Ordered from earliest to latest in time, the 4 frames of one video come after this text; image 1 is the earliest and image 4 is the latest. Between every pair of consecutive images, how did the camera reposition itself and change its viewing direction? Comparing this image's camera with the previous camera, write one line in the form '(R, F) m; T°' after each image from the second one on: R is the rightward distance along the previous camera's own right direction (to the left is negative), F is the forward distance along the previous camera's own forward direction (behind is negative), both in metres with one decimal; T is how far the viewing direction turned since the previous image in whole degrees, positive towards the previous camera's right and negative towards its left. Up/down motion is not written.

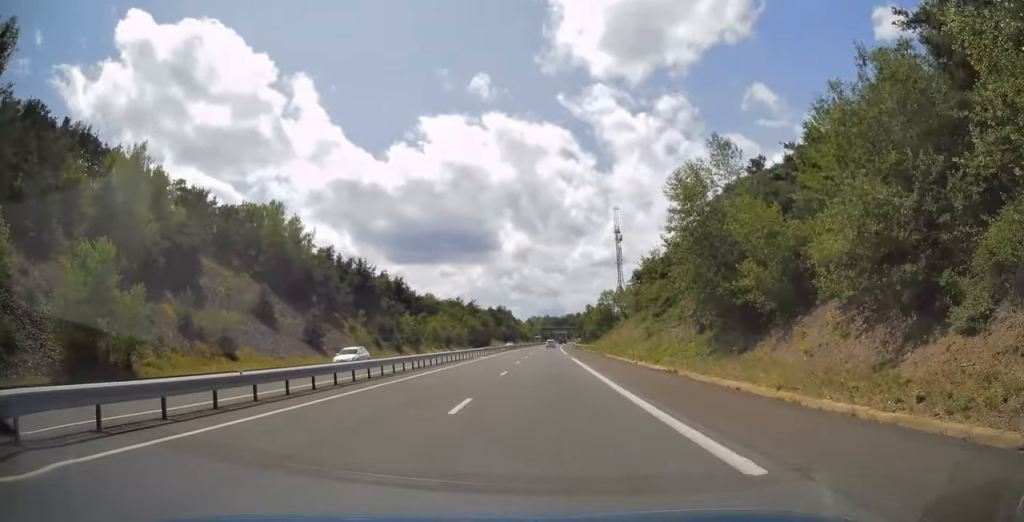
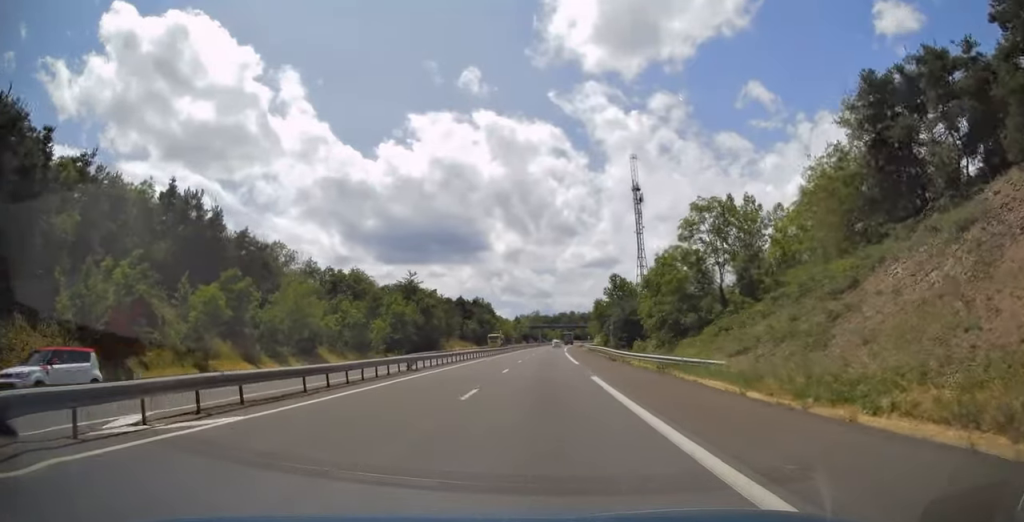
(+1.3, +75.3) m; +2°
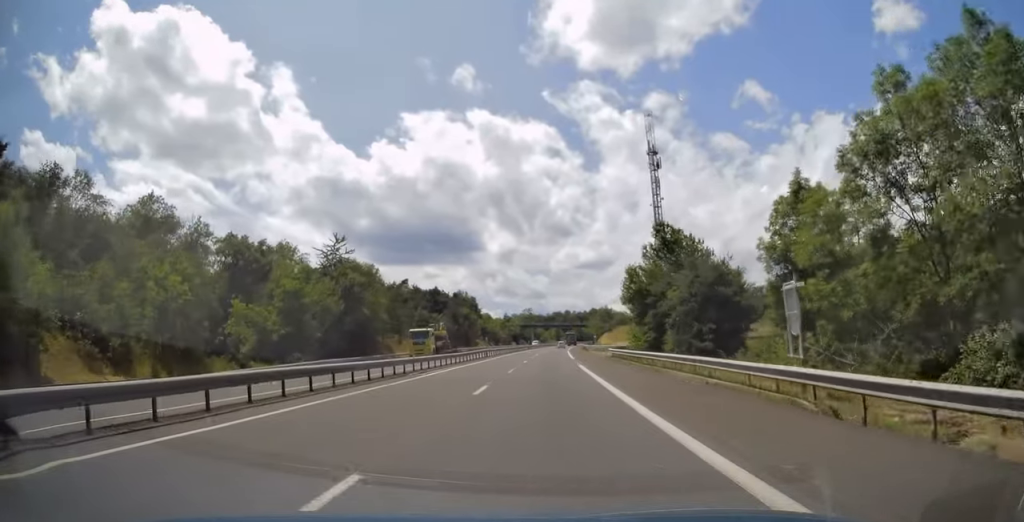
(0.0, +37.5) m; 0°
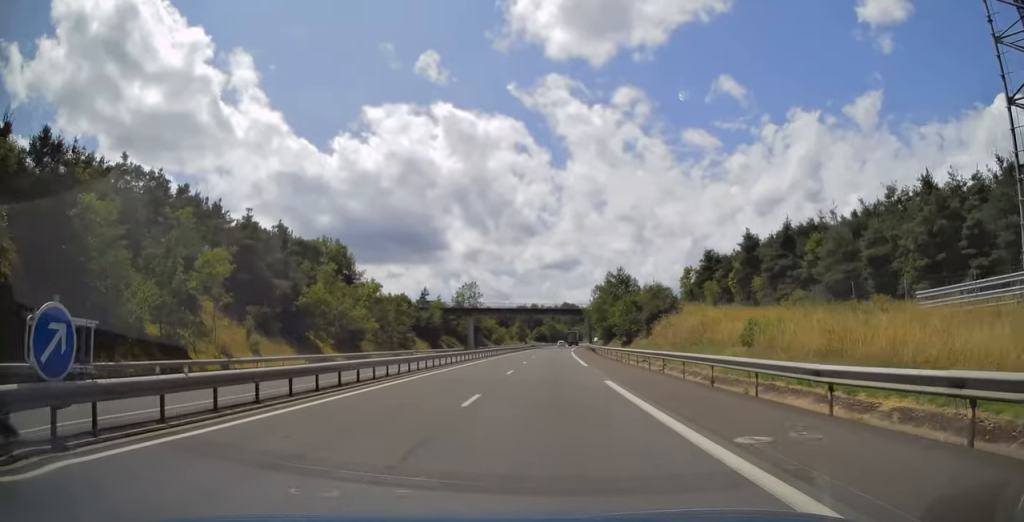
(+2.6, +121.3) m; +3°
